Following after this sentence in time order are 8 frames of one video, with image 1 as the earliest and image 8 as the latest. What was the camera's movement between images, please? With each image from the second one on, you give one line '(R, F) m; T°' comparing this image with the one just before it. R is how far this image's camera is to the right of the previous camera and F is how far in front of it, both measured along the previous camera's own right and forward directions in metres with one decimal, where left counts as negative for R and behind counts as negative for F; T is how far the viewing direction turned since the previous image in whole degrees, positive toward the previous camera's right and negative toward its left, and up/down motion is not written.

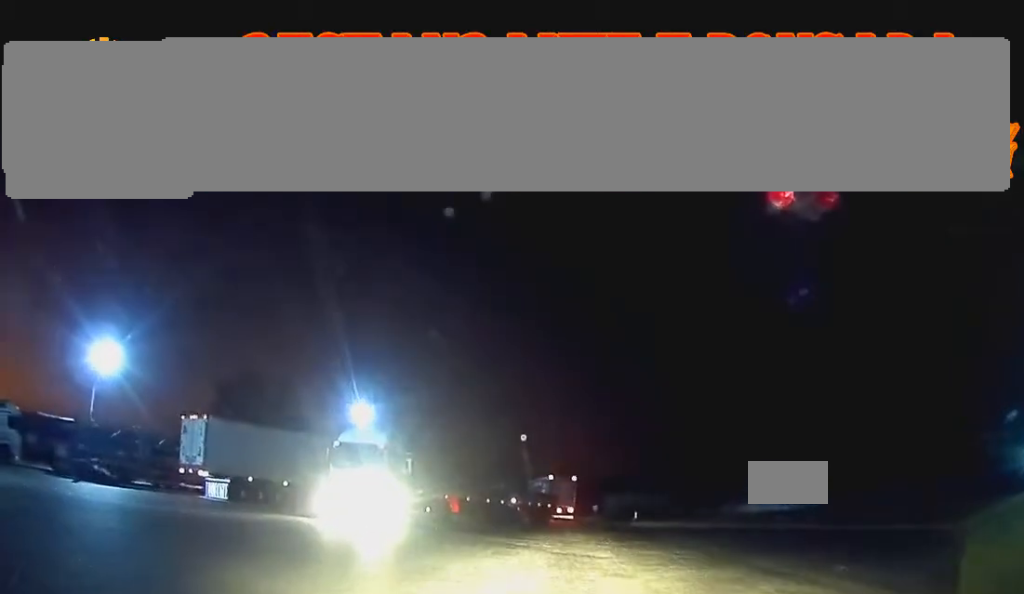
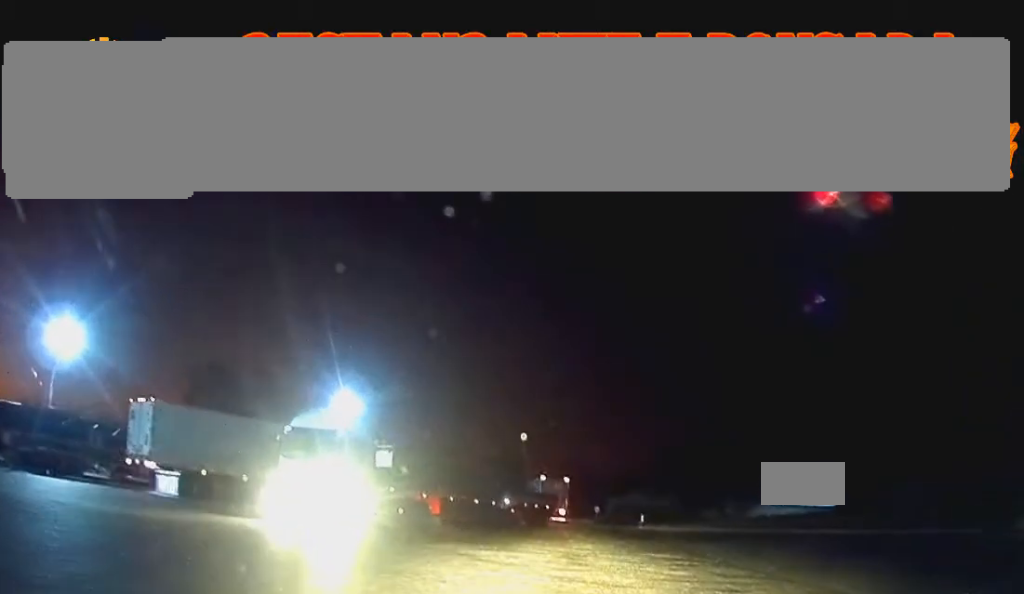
(+0.2, +6.3) m; +4°
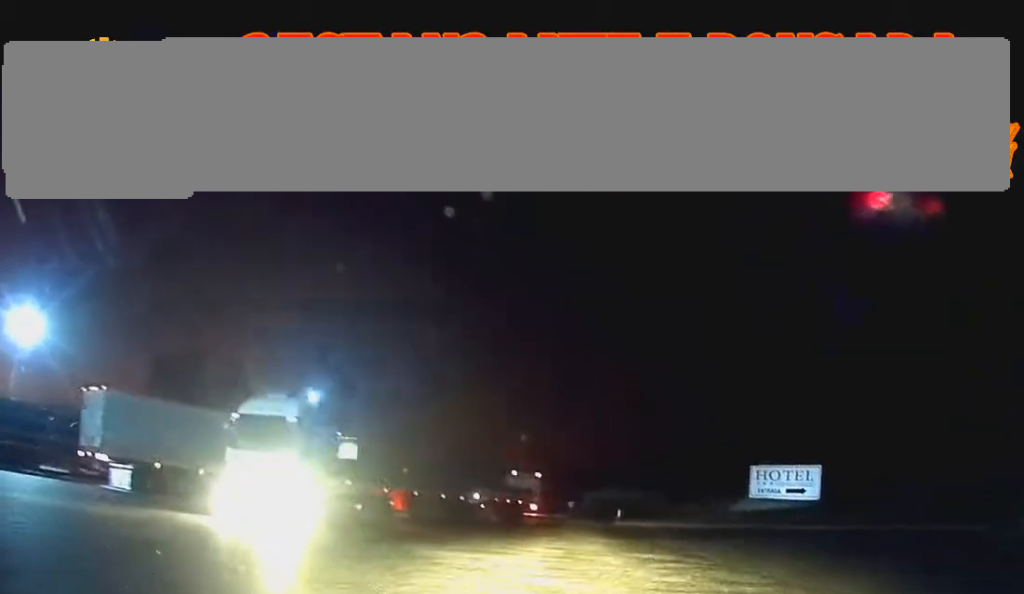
(0.0, +2.5) m; +2°
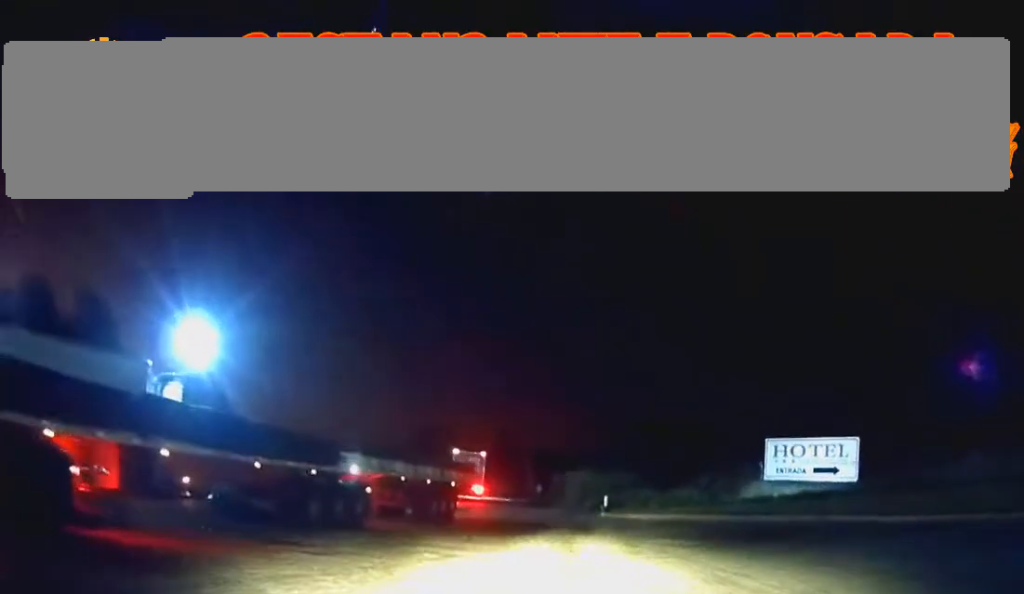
(+0.2, +18.6) m; 0°
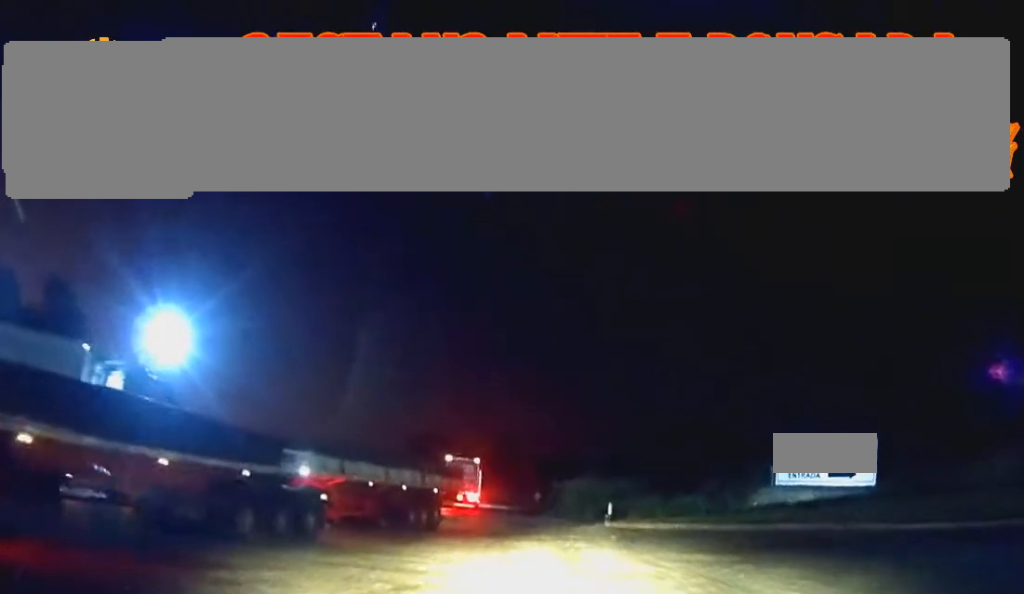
(+0.1, +3.8) m; +1°
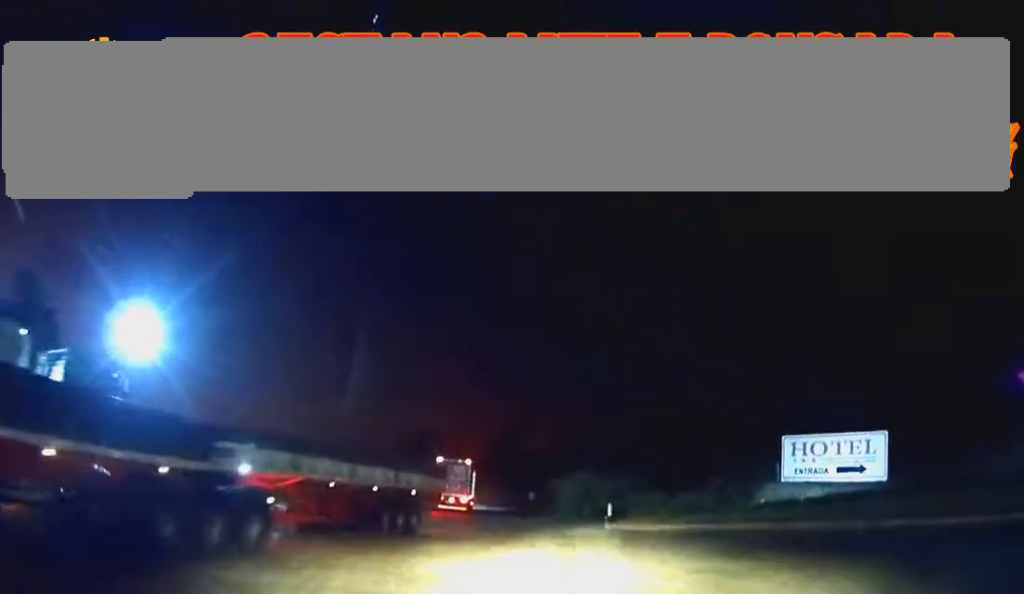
(0.0, +2.8) m; 0°
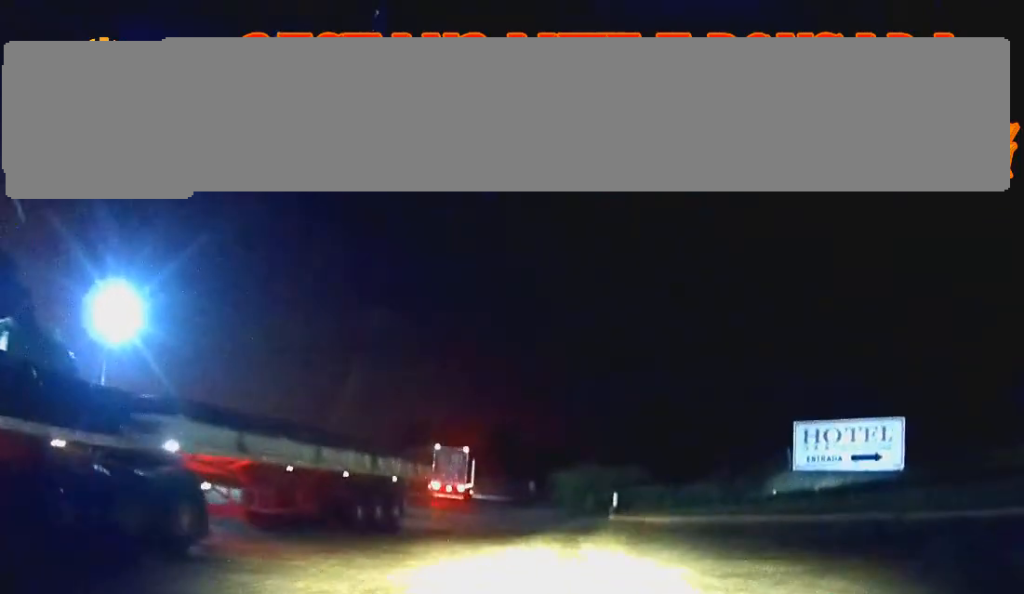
(0.0, +2.6) m; 0°
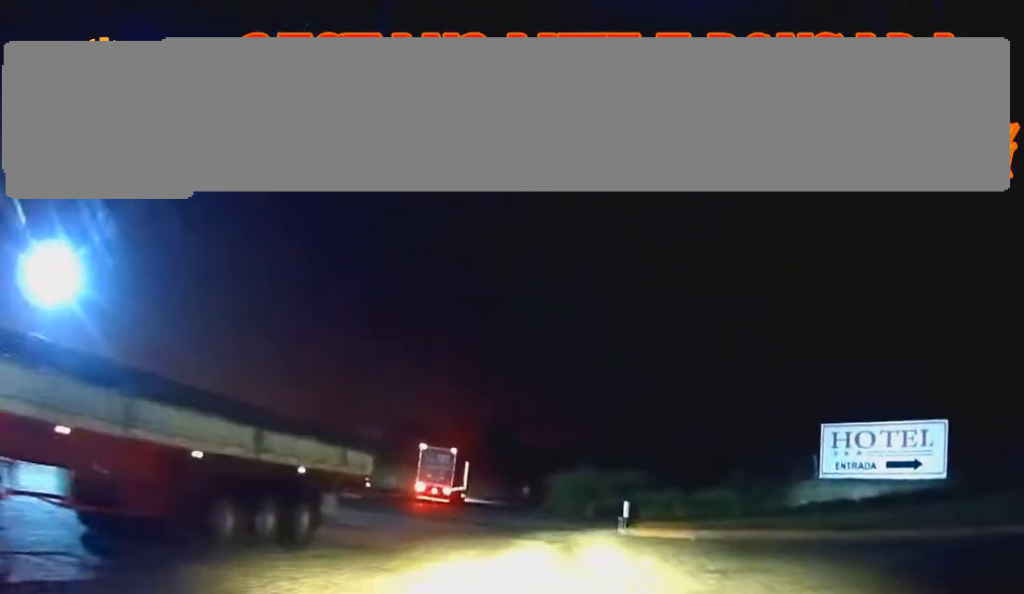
(+0.1, +6.4) m; 0°
